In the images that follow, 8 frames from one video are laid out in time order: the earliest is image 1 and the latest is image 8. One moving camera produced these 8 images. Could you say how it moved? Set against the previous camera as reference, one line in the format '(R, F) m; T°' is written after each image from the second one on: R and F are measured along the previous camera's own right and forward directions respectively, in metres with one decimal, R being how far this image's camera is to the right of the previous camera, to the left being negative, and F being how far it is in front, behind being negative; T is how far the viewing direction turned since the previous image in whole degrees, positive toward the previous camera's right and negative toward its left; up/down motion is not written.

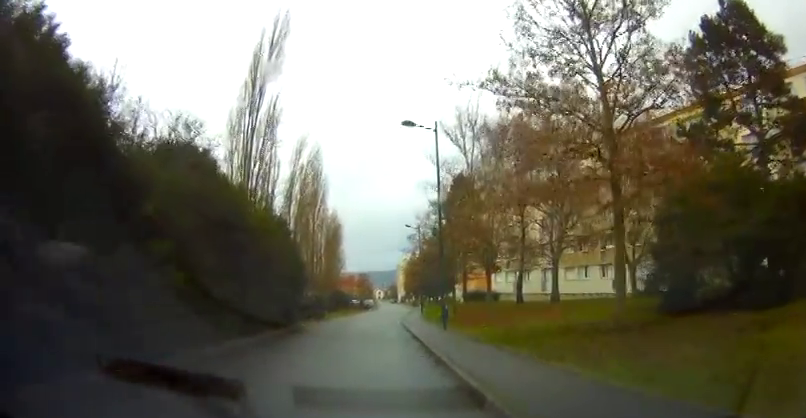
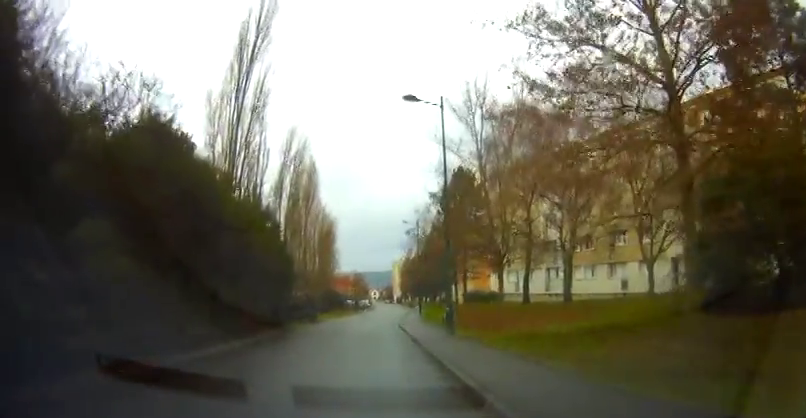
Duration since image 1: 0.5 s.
(0.0, +2.6) m; 0°
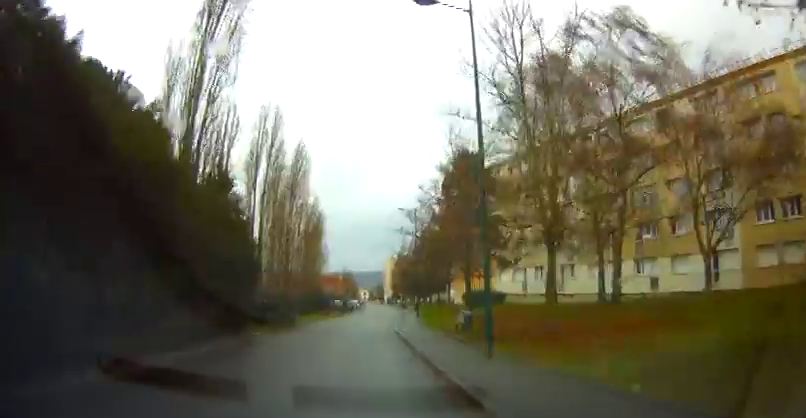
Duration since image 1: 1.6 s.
(0.0, +5.9) m; +2°
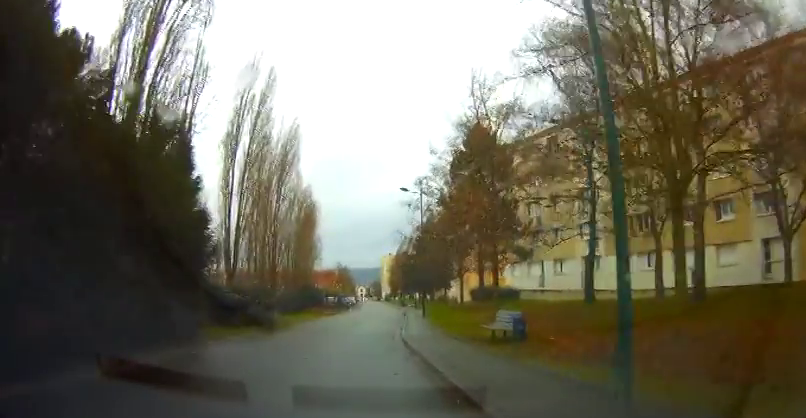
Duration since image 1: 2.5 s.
(+0.1, +5.4) m; +1°
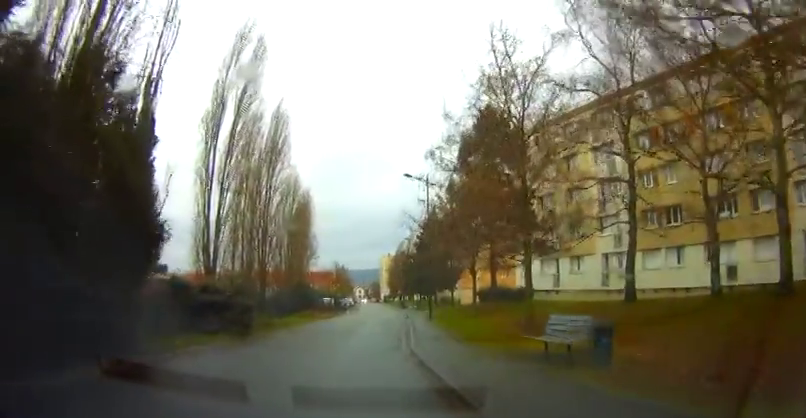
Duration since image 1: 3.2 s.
(0.0, +4.0) m; 0°
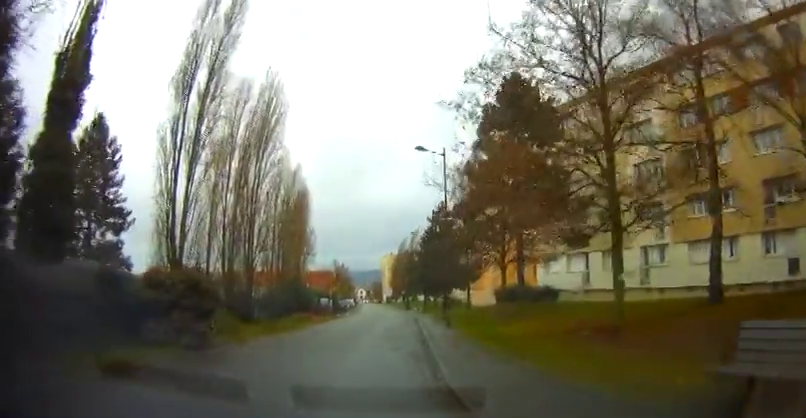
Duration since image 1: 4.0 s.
(-0.1, +5.6) m; -1°
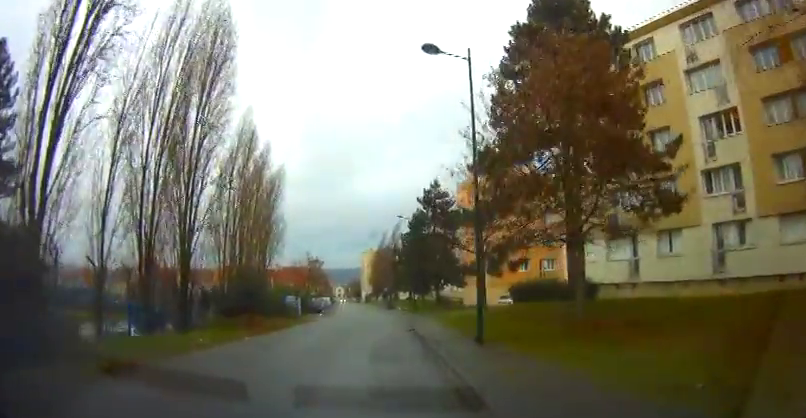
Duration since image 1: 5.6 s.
(+0.3, +10.3) m; +4°
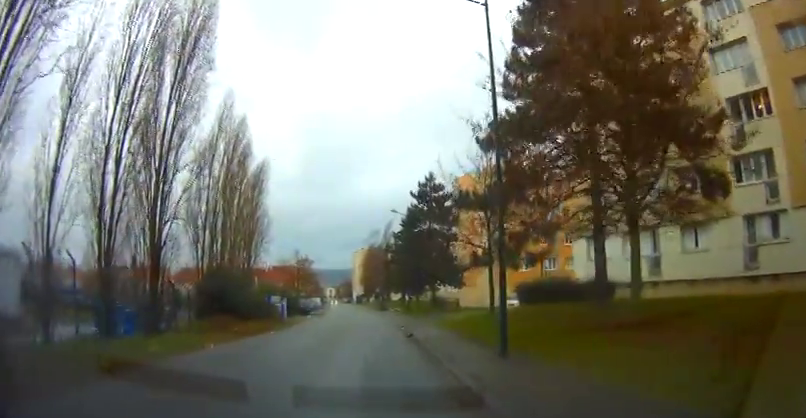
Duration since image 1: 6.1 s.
(+0.1, +3.3) m; +1°
